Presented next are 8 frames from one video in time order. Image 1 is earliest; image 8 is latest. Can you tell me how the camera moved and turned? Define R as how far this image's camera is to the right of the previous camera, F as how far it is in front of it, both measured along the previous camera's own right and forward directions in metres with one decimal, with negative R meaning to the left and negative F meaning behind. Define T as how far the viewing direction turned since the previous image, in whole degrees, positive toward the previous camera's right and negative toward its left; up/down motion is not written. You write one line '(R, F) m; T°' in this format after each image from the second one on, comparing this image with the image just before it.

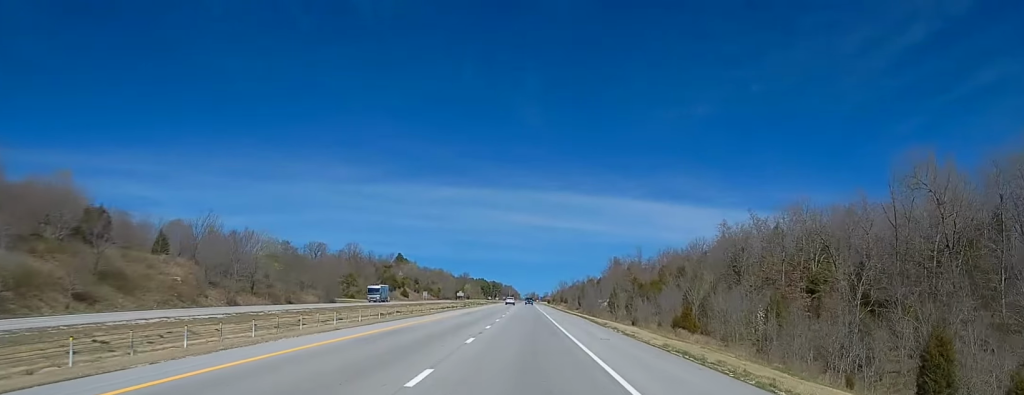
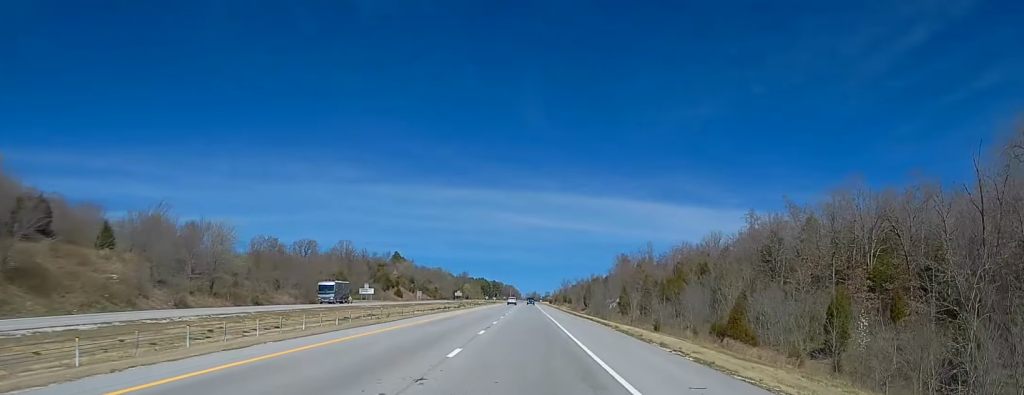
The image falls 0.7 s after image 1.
(0.0, +17.8) m; 0°
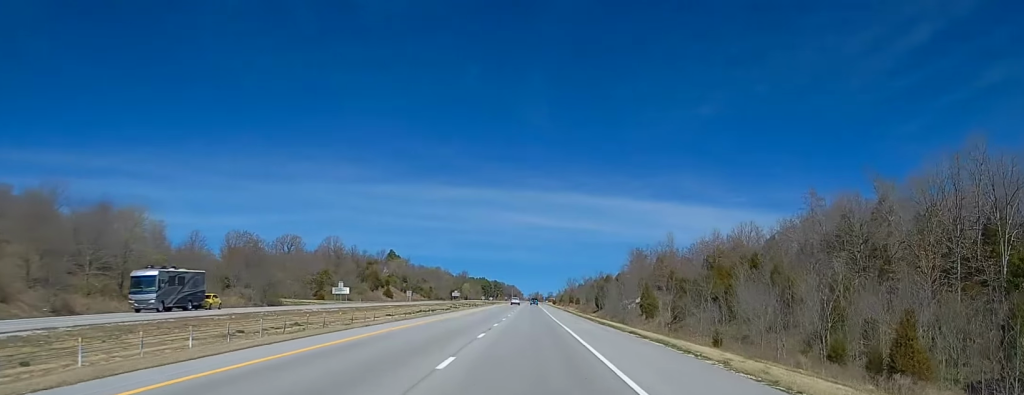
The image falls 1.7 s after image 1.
(+0.1, +27.4) m; +1°
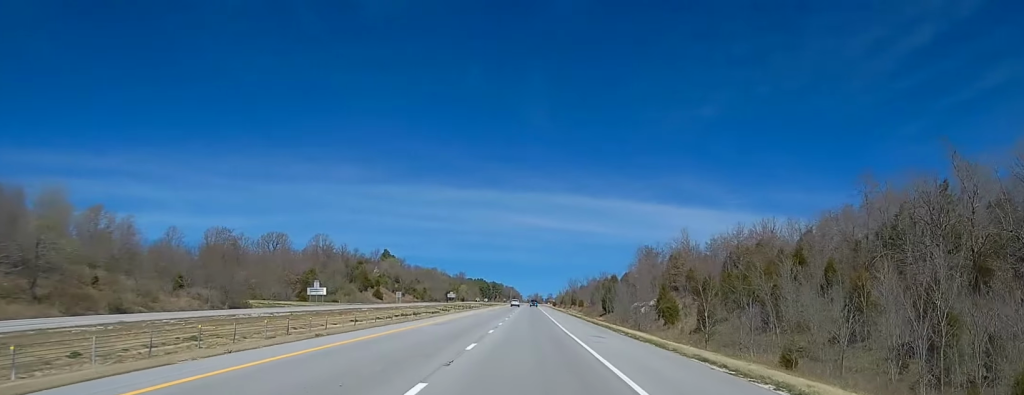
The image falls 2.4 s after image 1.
(+0.3, +17.4) m; 0°
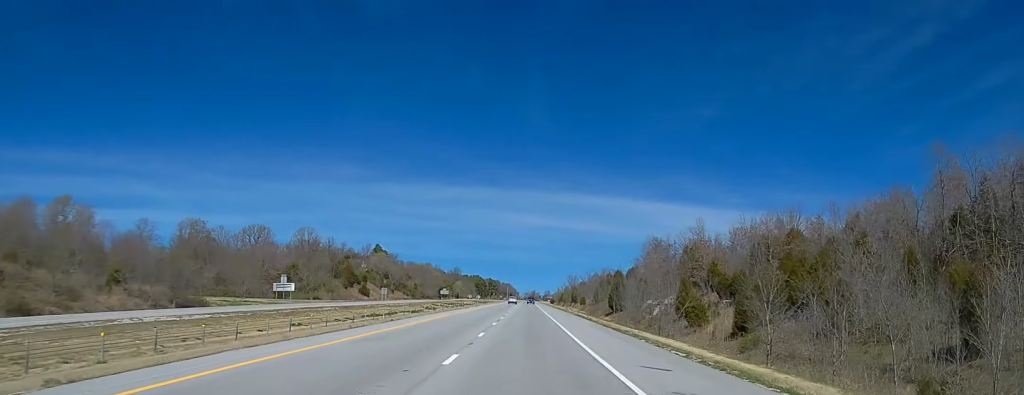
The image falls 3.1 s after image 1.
(+0.1, +17.4) m; 0°
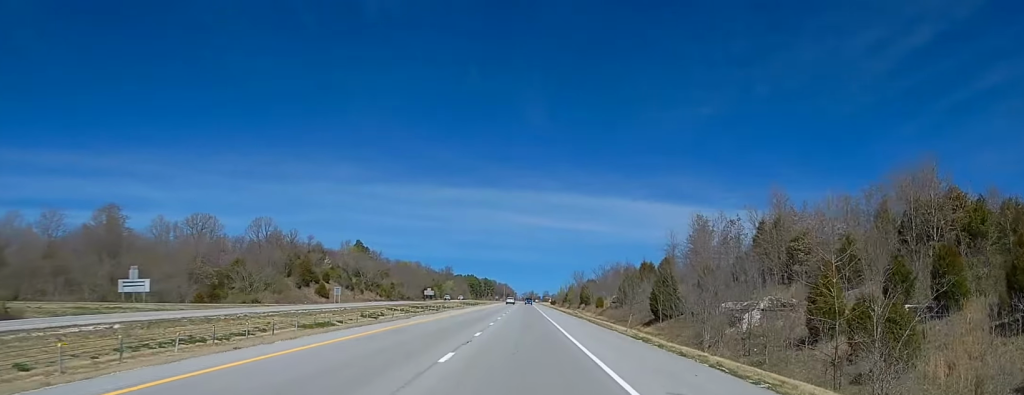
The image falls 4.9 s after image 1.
(-0.9, +48.0) m; -1°
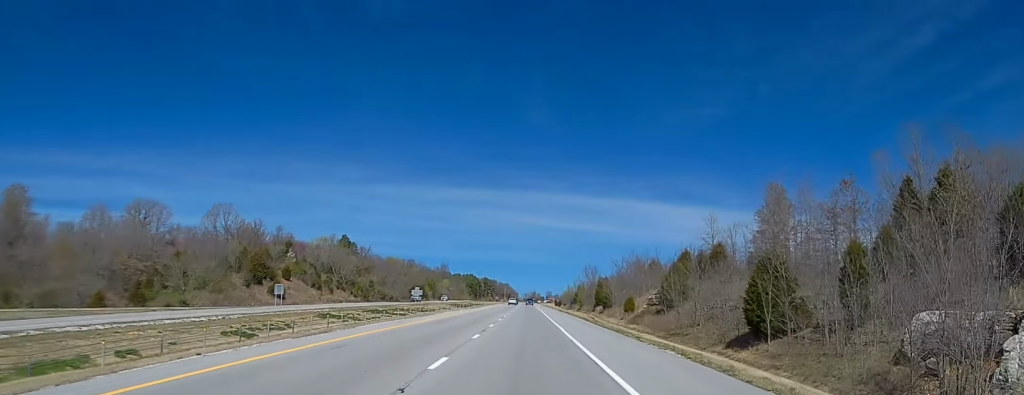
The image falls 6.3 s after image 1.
(-0.2, +38.0) m; 0°
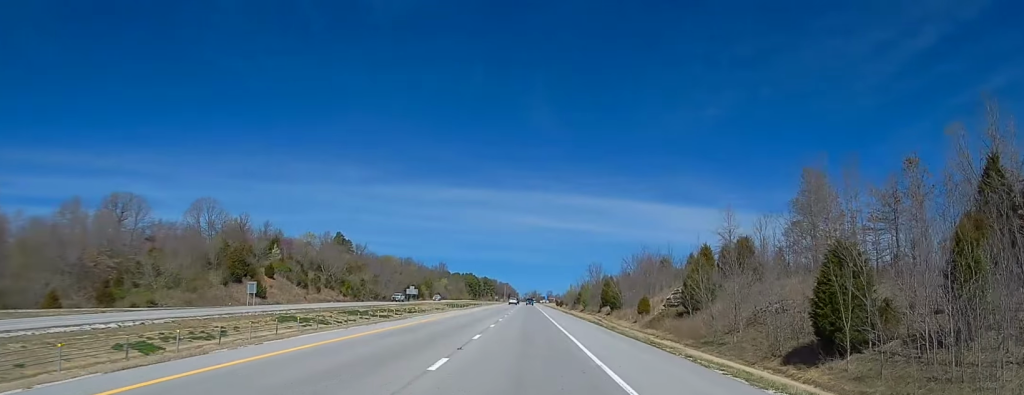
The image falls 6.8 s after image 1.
(-0.1, +12.3) m; 0°
